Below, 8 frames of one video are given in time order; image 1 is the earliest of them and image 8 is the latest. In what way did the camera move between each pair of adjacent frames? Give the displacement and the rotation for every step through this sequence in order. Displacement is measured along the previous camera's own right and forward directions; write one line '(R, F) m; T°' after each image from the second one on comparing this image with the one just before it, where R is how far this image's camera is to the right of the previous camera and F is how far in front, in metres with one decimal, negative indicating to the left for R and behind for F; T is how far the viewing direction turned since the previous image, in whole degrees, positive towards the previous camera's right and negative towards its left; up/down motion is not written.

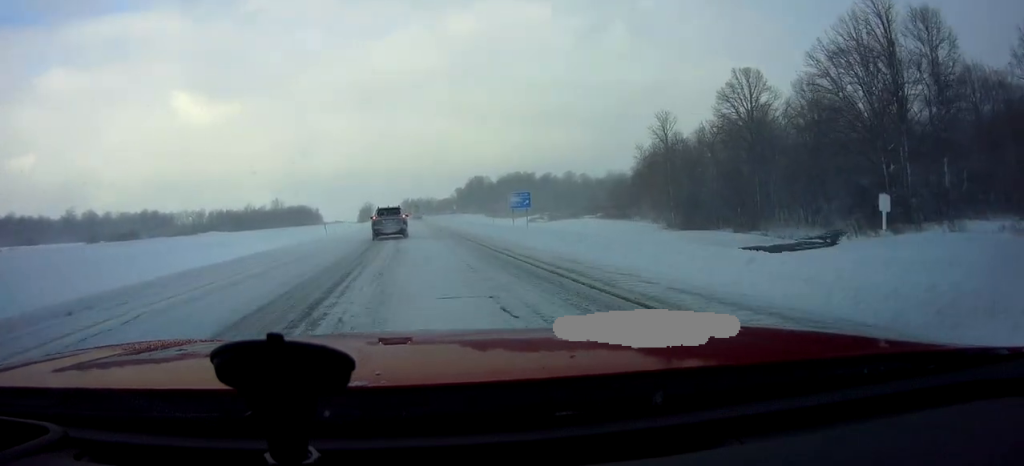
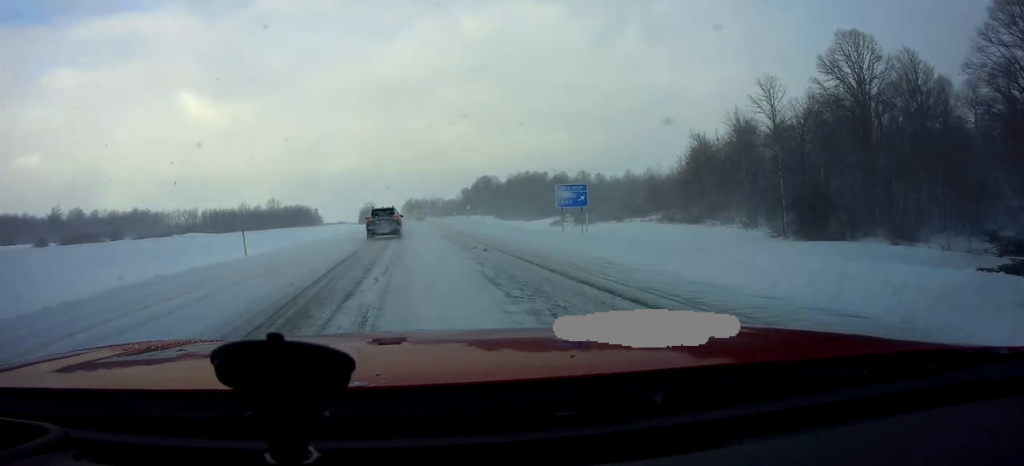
(0.0, +22.8) m; 0°
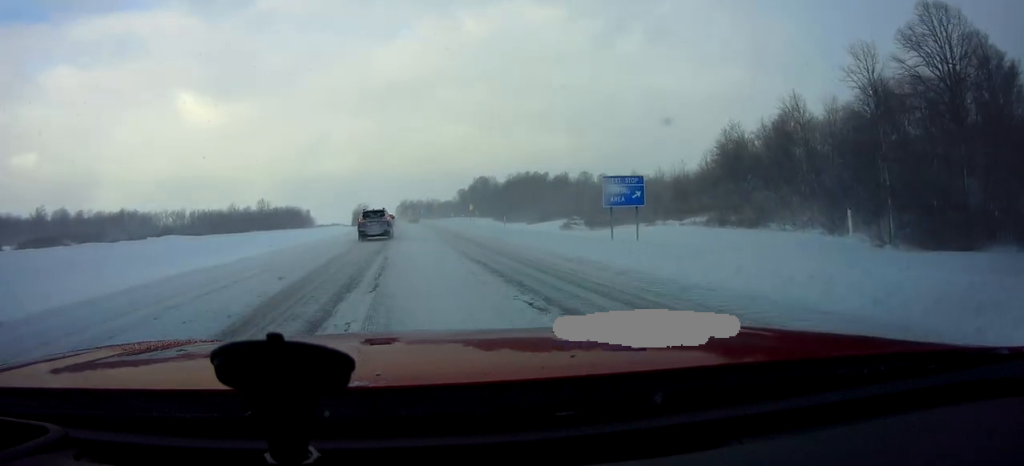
(0.0, +14.5) m; 0°
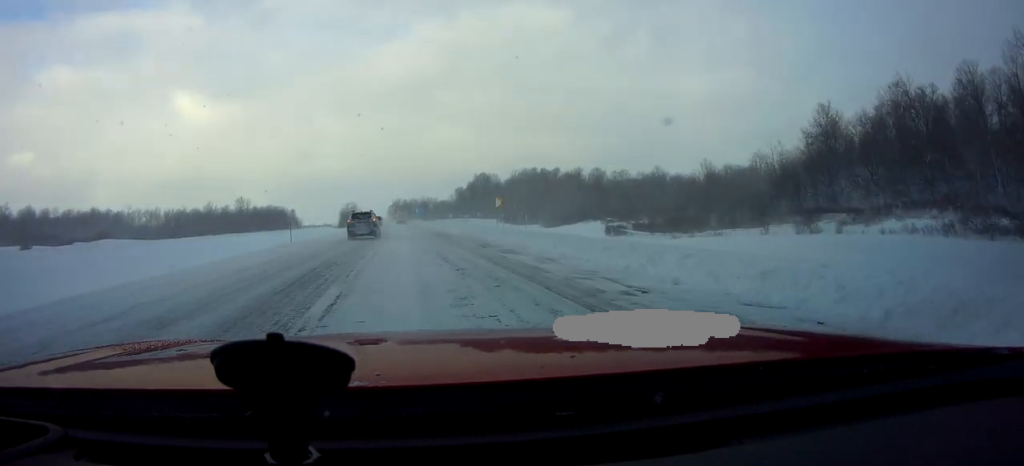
(+1.5, +34.9) m; +1°
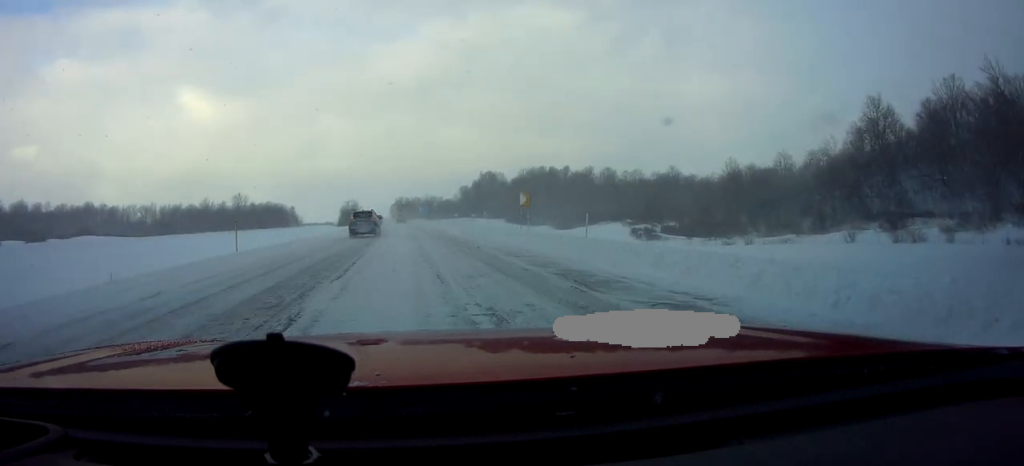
(-0.3, +11.5) m; 0°
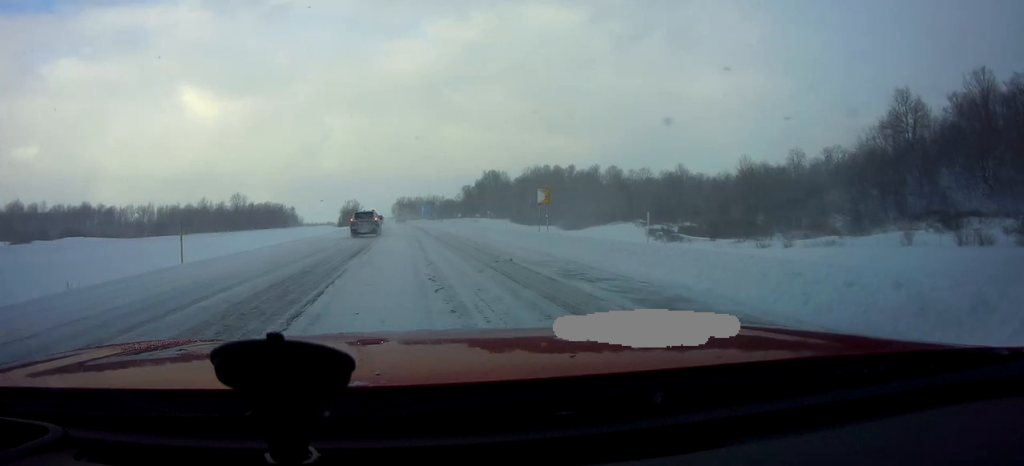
(-0.2, +6.0) m; +1°
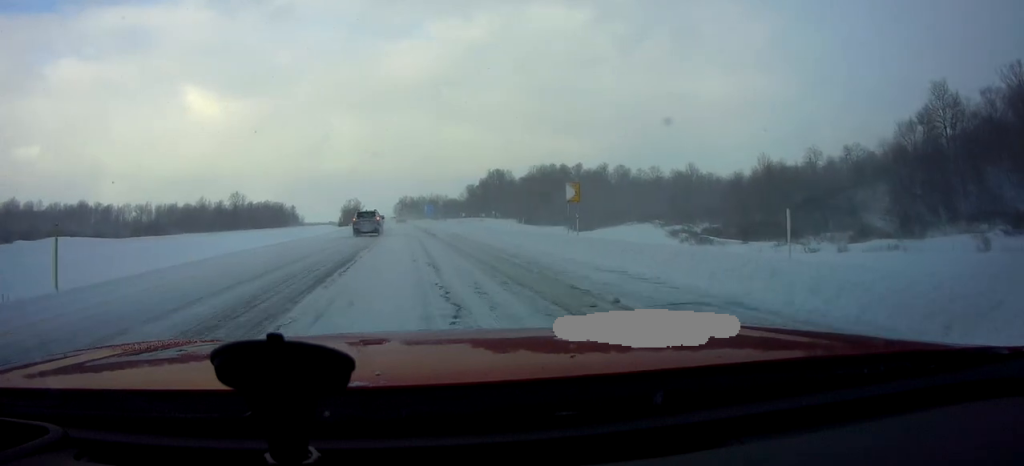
(+0.4, +6.9) m; 0°
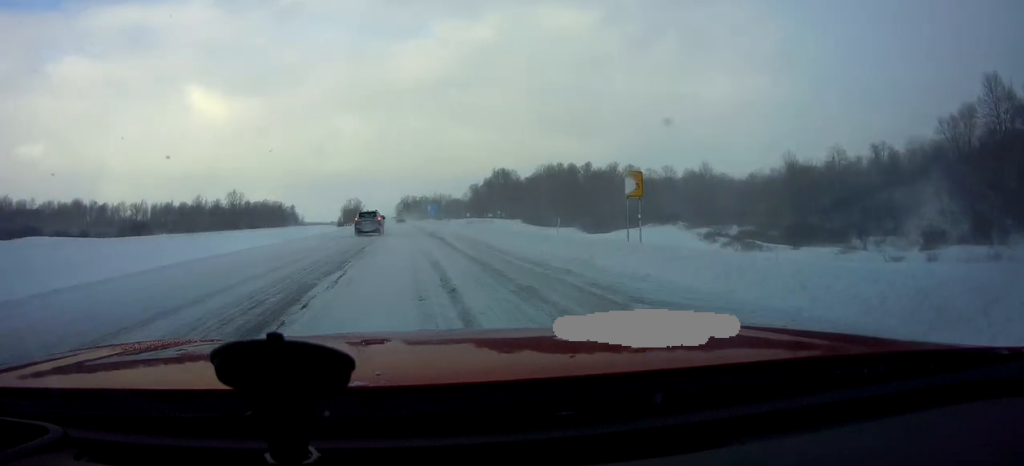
(+0.2, +9.3) m; 0°
